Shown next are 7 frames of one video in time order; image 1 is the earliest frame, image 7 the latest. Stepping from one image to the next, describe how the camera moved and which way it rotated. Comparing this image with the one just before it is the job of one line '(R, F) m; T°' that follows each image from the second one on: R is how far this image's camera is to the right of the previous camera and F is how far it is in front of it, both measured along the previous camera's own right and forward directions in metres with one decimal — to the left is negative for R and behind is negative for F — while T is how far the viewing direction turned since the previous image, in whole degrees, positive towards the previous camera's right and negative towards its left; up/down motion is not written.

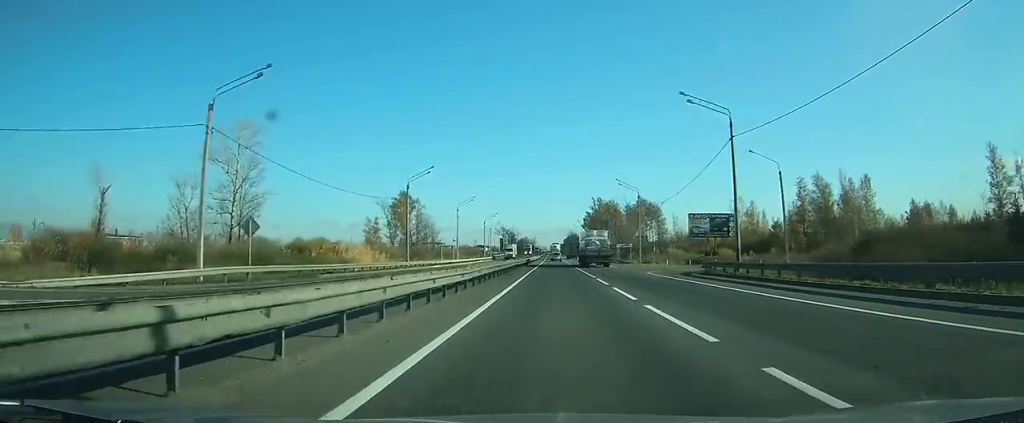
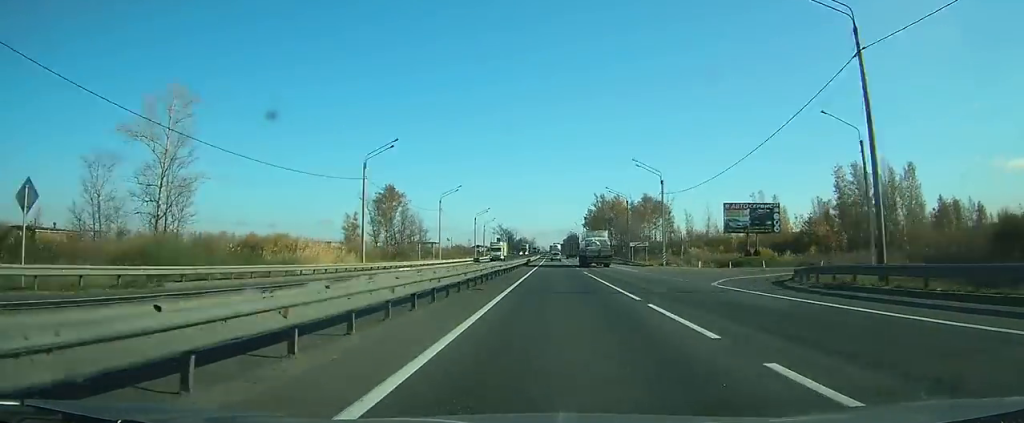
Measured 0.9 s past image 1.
(0.0, +16.6) m; 0°
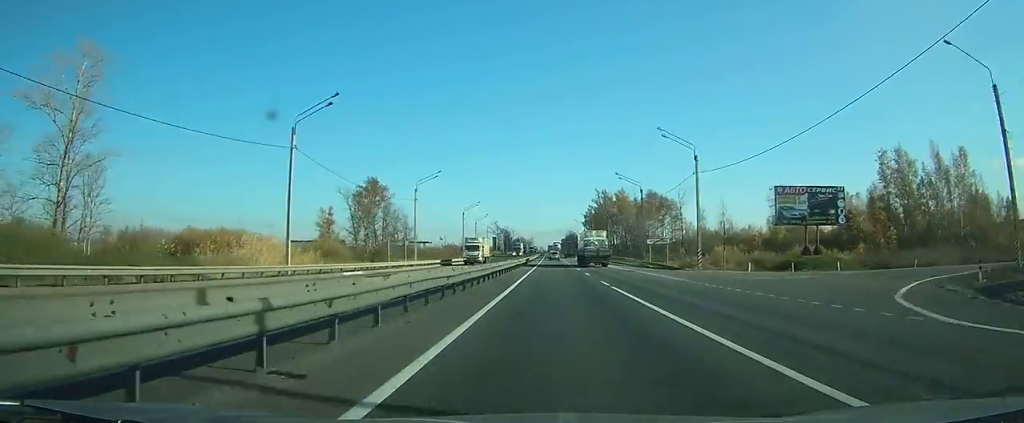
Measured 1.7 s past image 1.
(0.0, +16.3) m; 0°
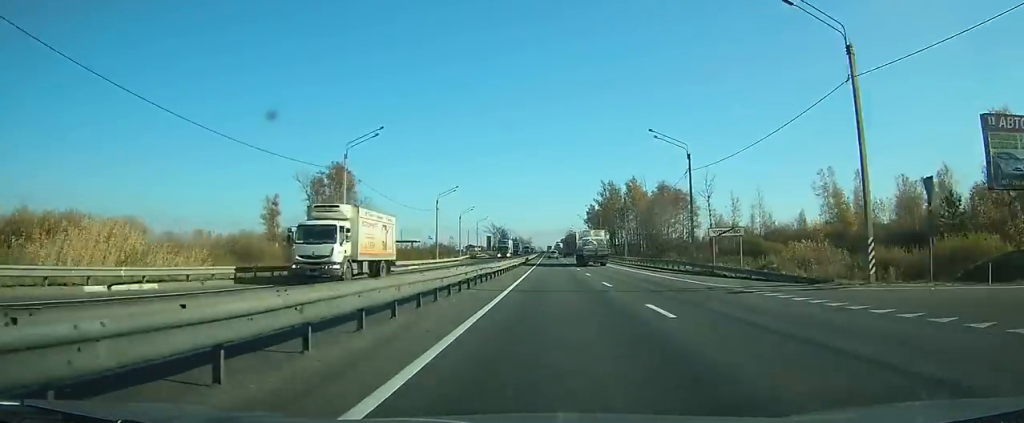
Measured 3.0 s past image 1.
(0.0, +27.0) m; 0°
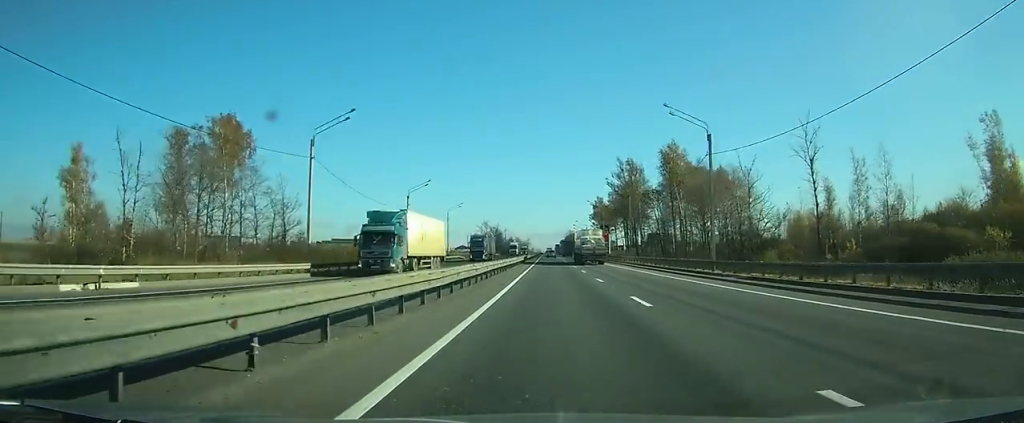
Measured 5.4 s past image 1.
(0.0, +47.8) m; 0°
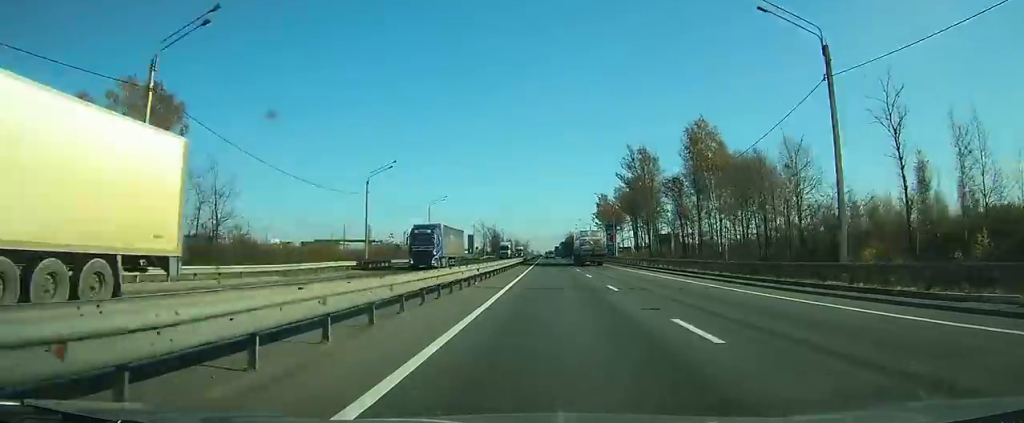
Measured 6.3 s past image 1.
(-0.1, +18.2) m; 0°
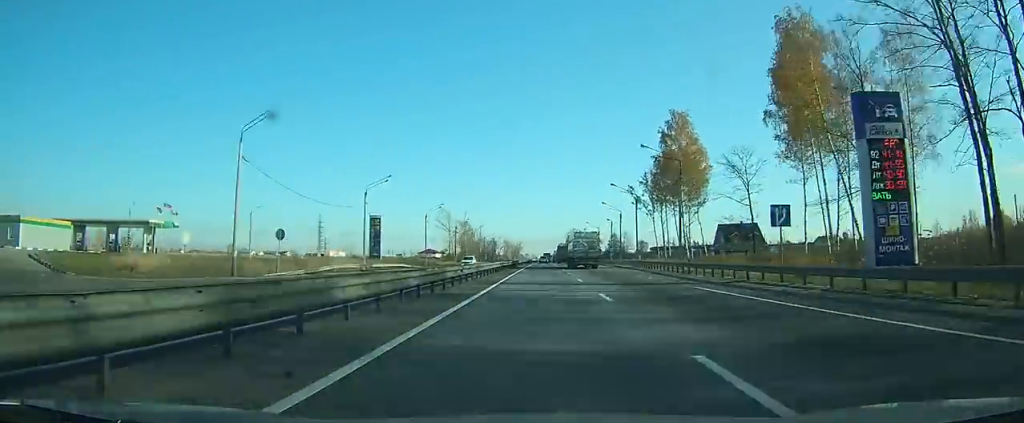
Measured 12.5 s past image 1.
(+0.5, +124.0) m; 0°
